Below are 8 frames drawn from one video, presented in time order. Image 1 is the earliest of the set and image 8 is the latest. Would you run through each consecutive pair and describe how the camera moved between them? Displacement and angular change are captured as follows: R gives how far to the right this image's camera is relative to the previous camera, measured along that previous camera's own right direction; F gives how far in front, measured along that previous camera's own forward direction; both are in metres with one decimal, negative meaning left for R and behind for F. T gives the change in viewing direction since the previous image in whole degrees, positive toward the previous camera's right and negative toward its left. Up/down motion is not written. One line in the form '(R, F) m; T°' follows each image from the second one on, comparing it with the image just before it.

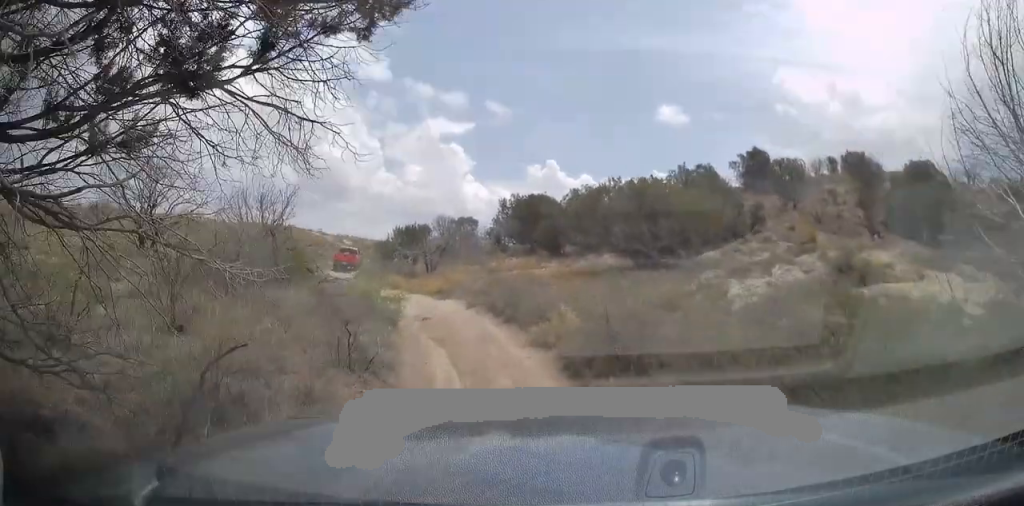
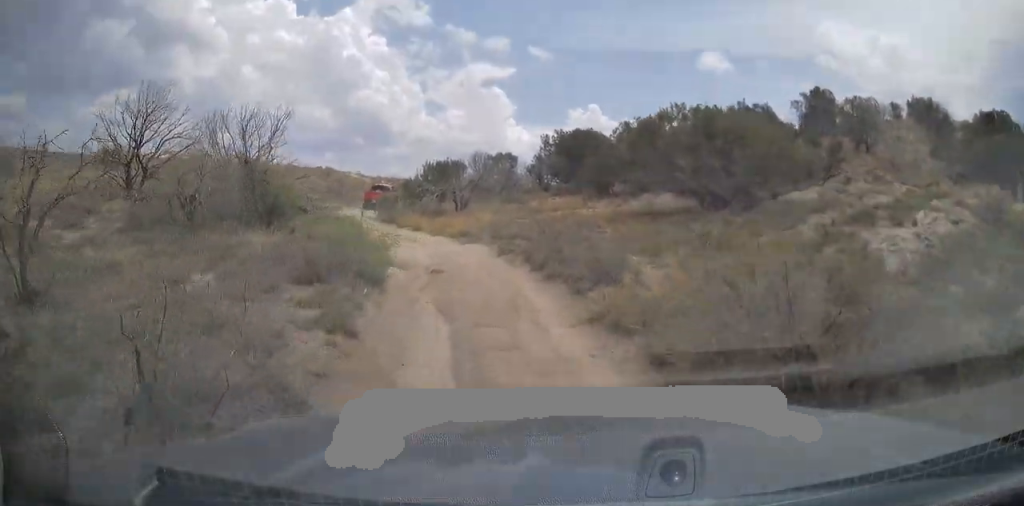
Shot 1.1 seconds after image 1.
(-0.4, +4.8) m; -6°
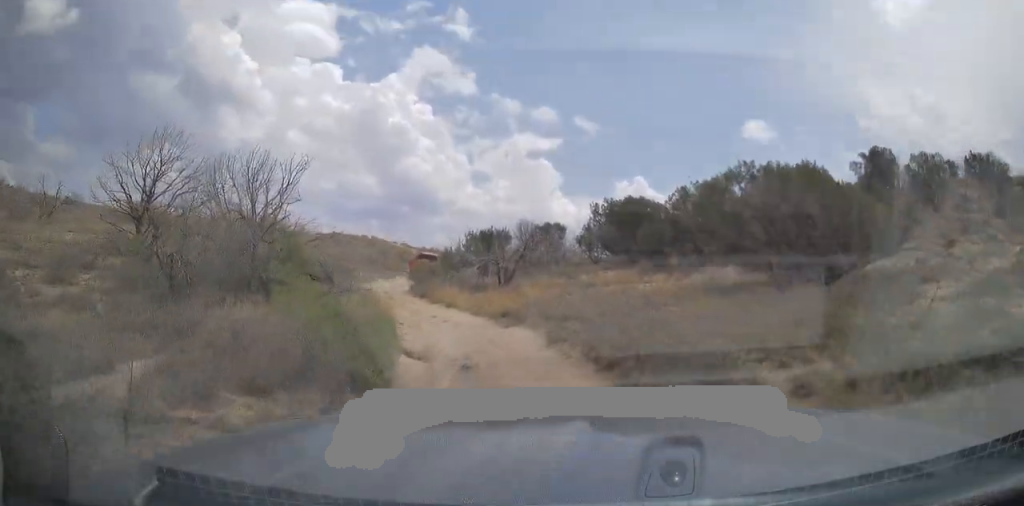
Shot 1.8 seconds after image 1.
(0.0, +3.1) m; -2°
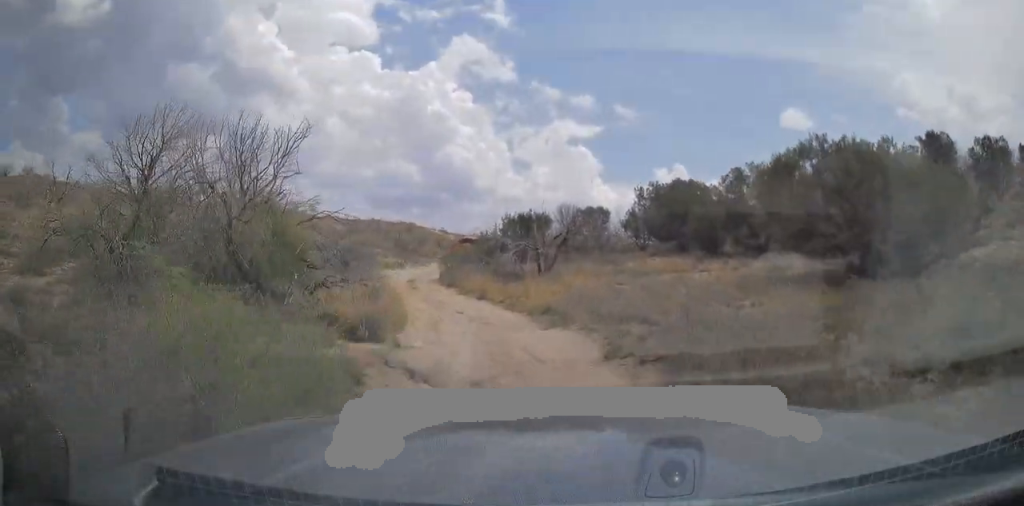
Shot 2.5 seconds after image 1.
(+0.1, +3.1) m; -2°
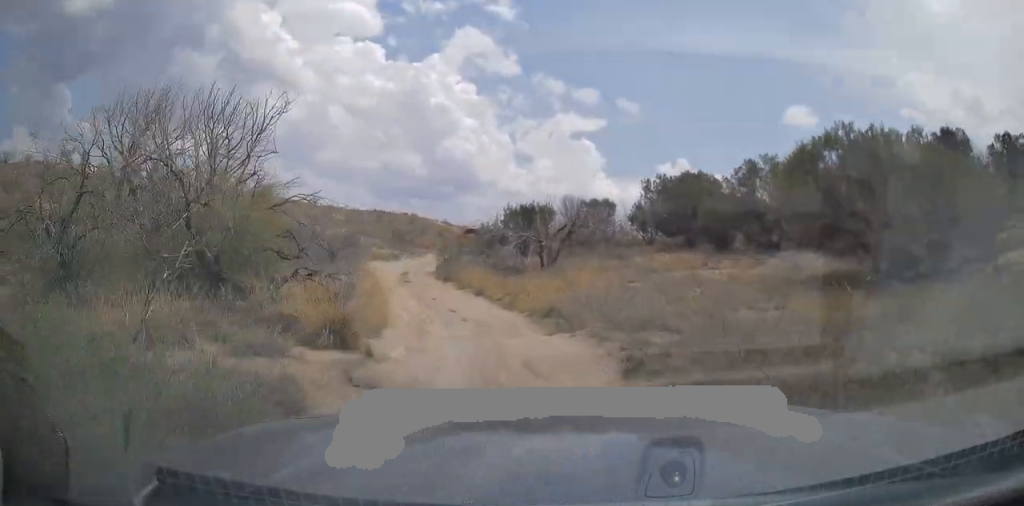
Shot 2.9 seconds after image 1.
(-0.1, +1.7) m; -1°
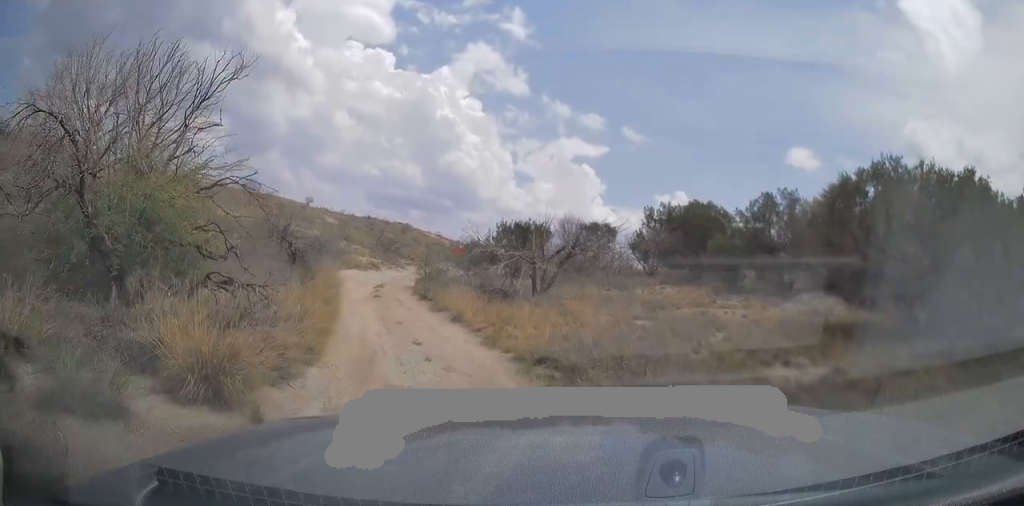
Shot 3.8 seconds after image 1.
(-0.1, +3.1) m; -3°
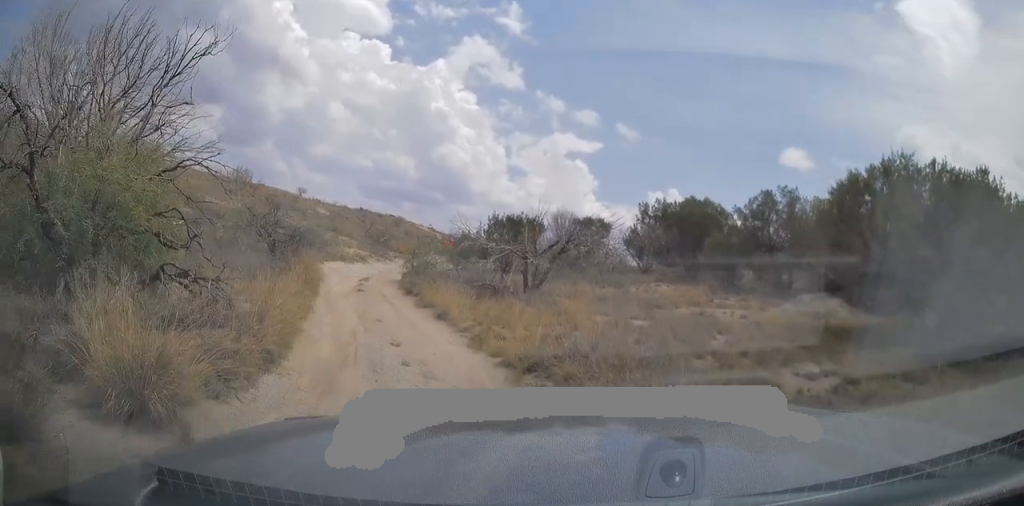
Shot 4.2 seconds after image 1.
(+0.1, +1.2) m; -1°
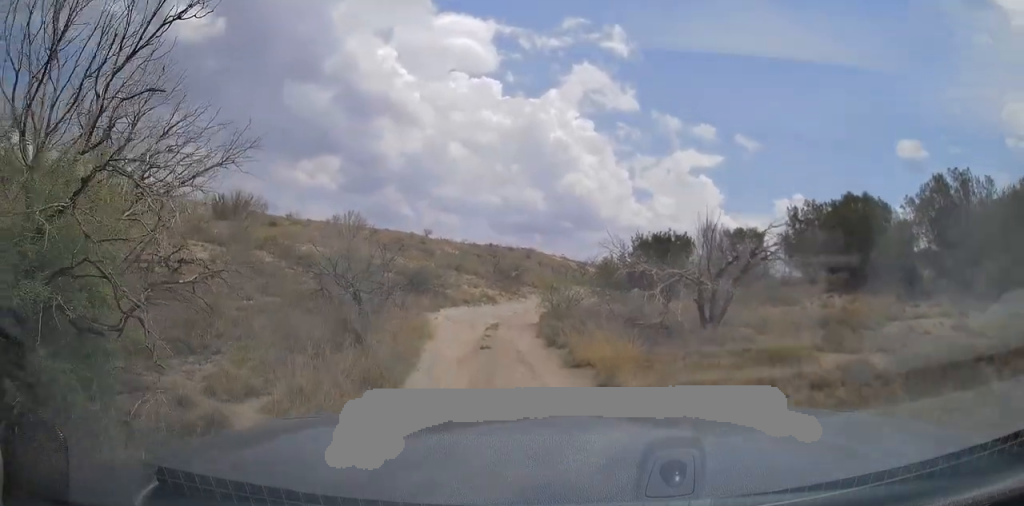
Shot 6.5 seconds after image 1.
(-0.1, +4.9) m; -9°
